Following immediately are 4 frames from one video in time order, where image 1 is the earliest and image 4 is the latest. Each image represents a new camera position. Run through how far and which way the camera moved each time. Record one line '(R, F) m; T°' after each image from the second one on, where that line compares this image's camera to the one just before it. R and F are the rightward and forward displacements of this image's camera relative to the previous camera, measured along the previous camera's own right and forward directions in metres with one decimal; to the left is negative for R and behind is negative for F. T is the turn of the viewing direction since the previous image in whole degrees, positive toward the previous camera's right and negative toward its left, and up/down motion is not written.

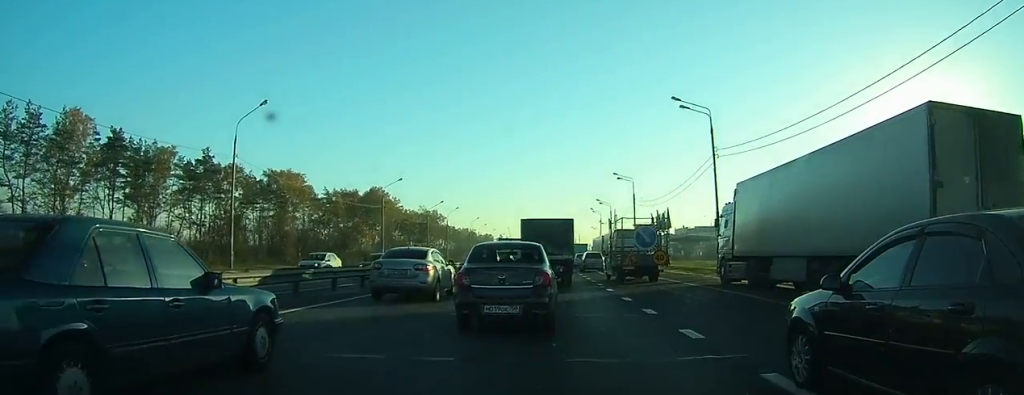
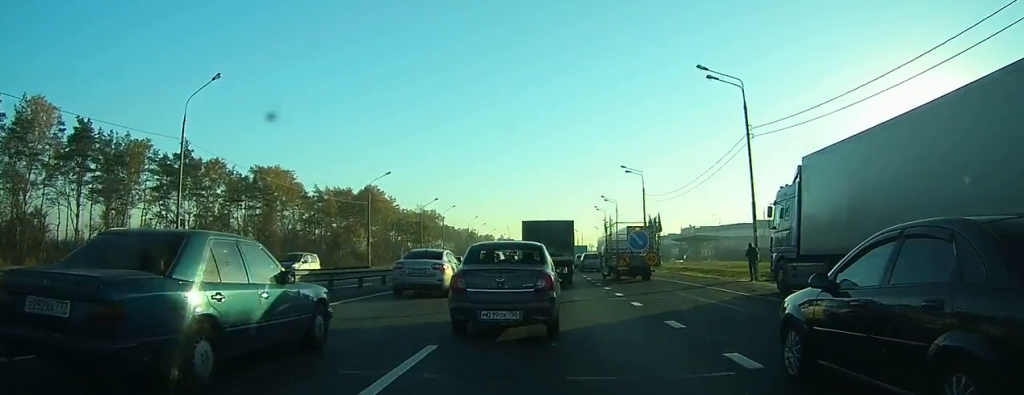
(+0.1, +6.0) m; +1°
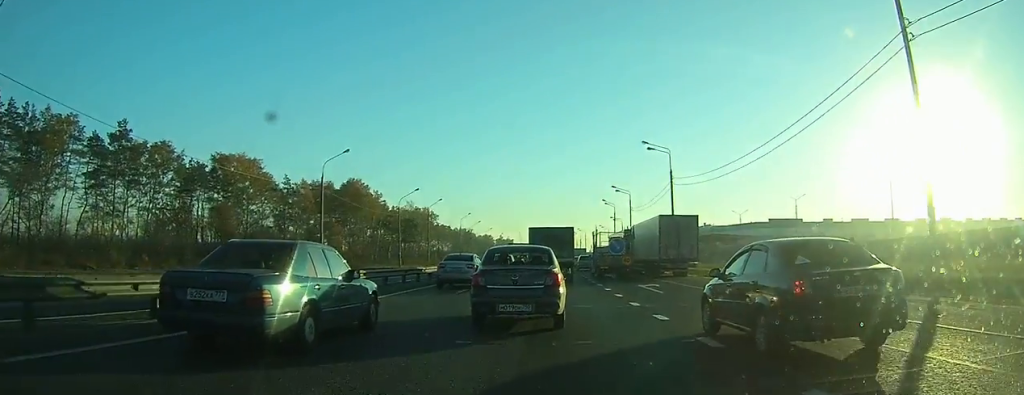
(+0.1, +16.6) m; +1°
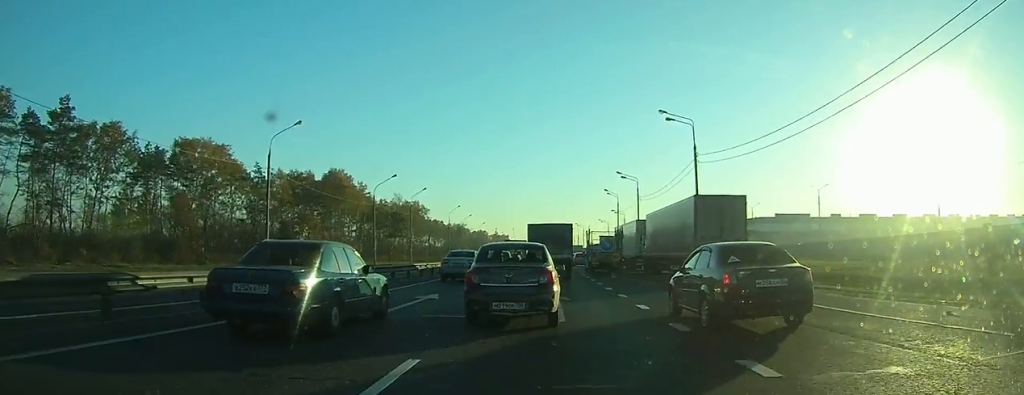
(+0.1, +10.1) m; 0°
